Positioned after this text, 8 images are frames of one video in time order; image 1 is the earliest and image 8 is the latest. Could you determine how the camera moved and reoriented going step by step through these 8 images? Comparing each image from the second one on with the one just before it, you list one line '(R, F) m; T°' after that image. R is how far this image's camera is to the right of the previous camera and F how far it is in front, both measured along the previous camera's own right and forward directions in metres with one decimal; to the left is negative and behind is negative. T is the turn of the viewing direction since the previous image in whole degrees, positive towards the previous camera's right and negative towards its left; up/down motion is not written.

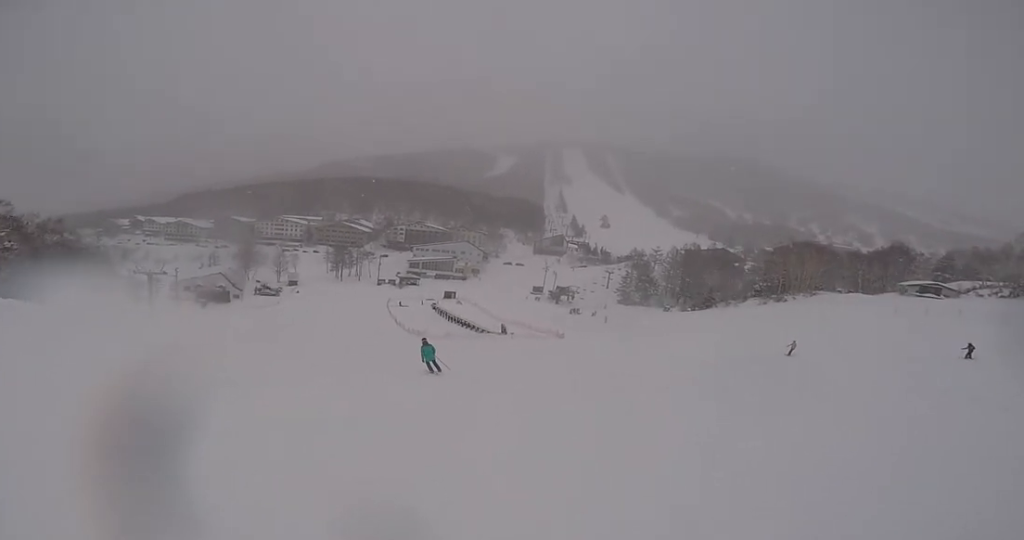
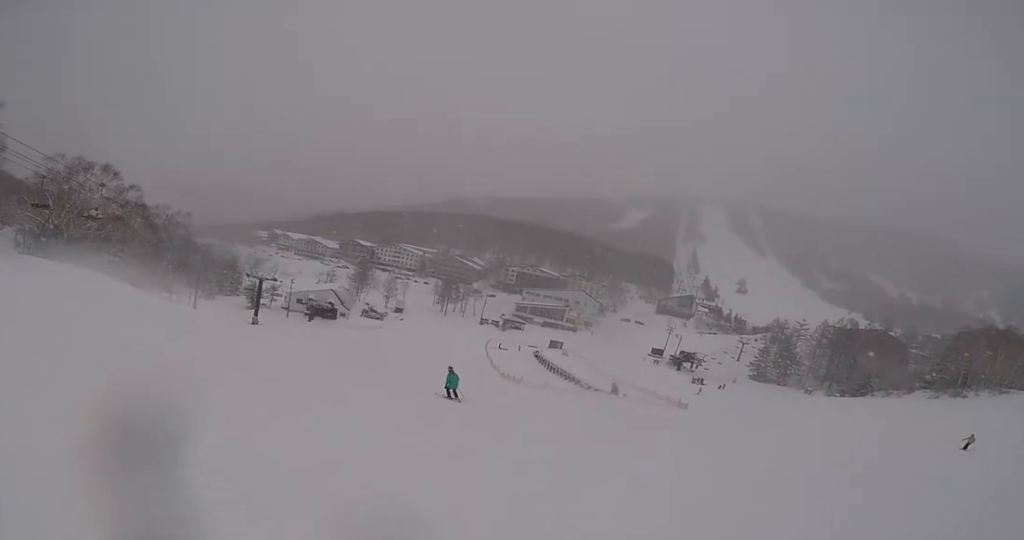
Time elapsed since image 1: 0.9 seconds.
(-1.3, +4.9) m; -28°
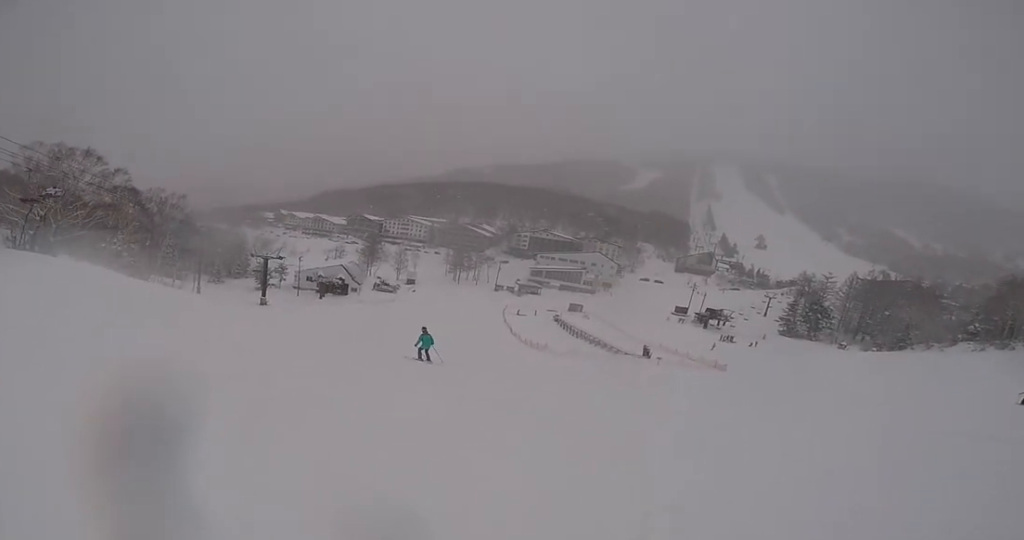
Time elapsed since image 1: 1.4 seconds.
(-0.5, +3.1) m; -9°
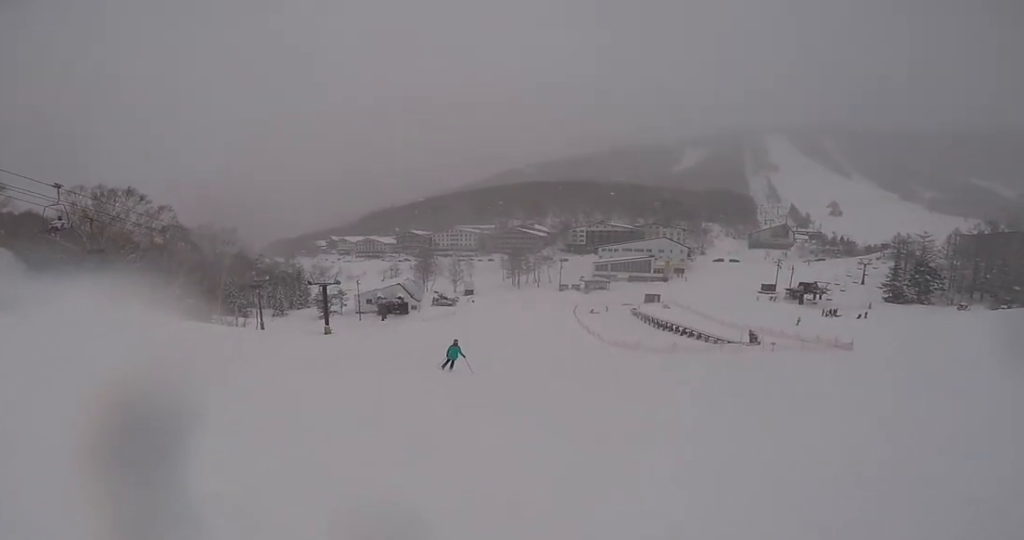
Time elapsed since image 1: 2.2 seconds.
(-1.1, +4.2) m; 0°
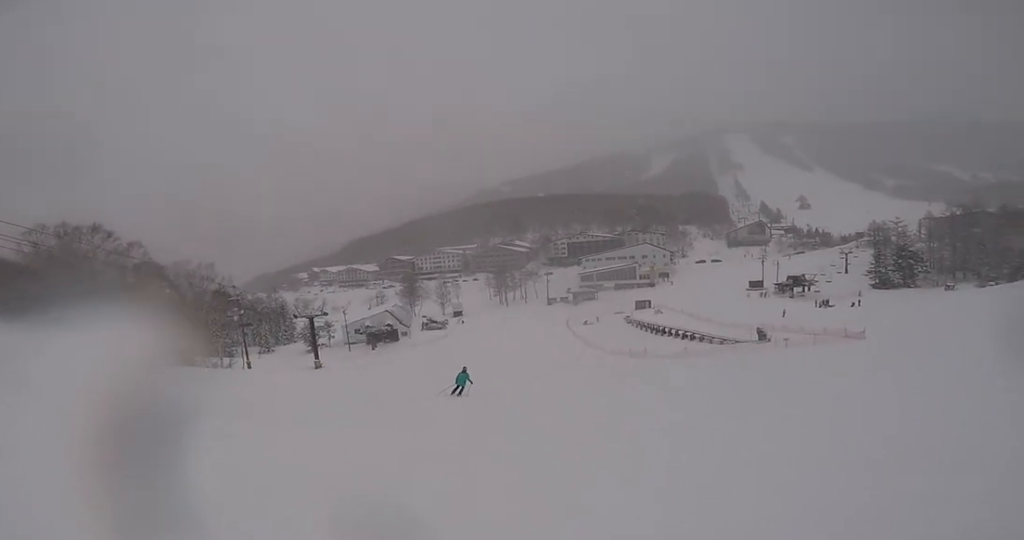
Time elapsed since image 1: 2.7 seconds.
(+0.8, +3.2) m; +8°
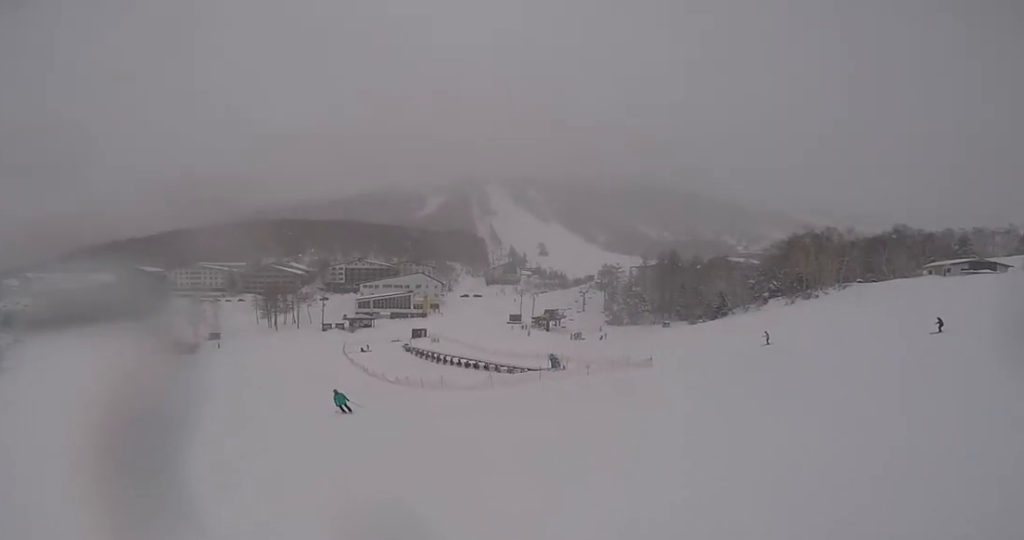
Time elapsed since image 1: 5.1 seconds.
(+4.6, +13.4) m; +32°
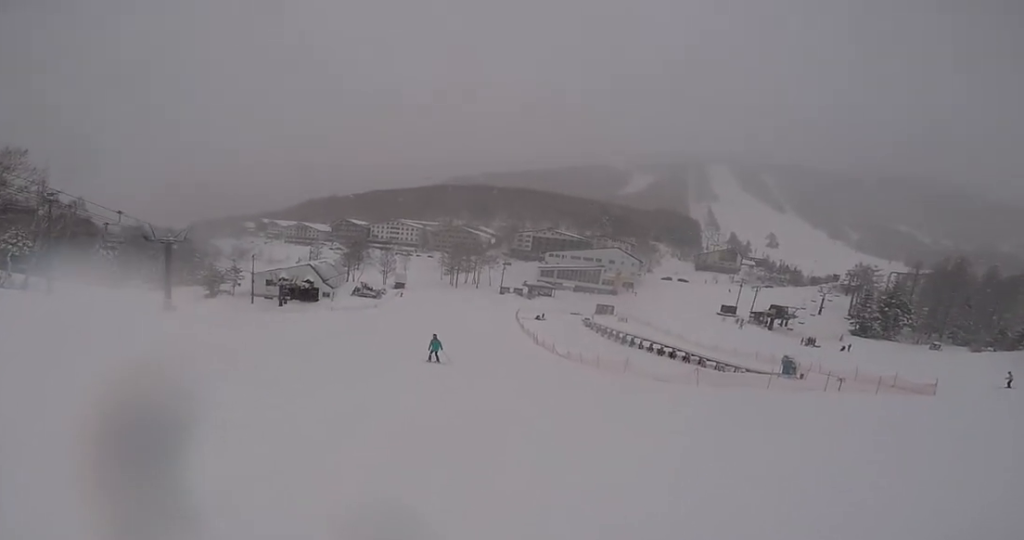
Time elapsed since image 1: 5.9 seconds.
(-0.3, +5.8) m; -21°
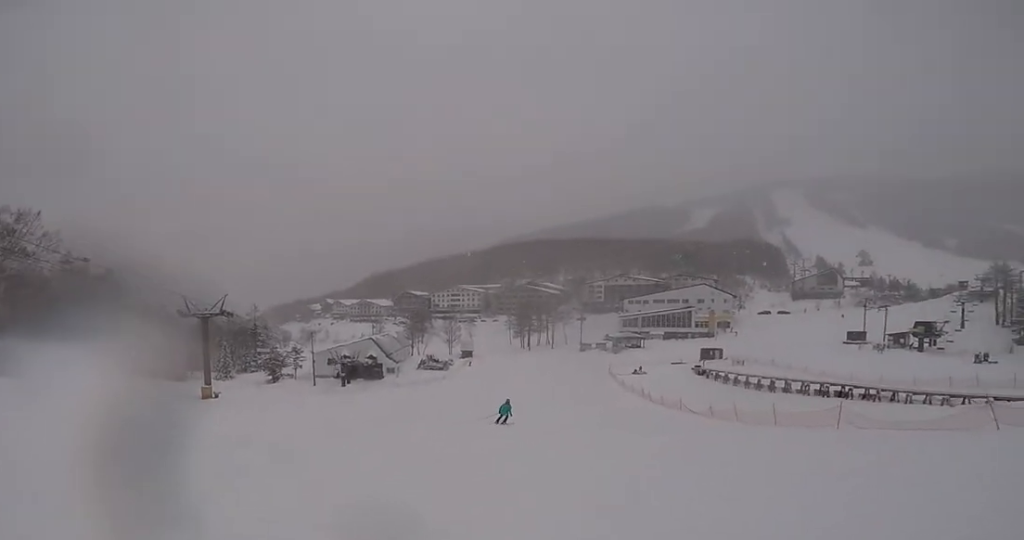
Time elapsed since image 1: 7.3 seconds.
(-3.0, +8.2) m; -13°
